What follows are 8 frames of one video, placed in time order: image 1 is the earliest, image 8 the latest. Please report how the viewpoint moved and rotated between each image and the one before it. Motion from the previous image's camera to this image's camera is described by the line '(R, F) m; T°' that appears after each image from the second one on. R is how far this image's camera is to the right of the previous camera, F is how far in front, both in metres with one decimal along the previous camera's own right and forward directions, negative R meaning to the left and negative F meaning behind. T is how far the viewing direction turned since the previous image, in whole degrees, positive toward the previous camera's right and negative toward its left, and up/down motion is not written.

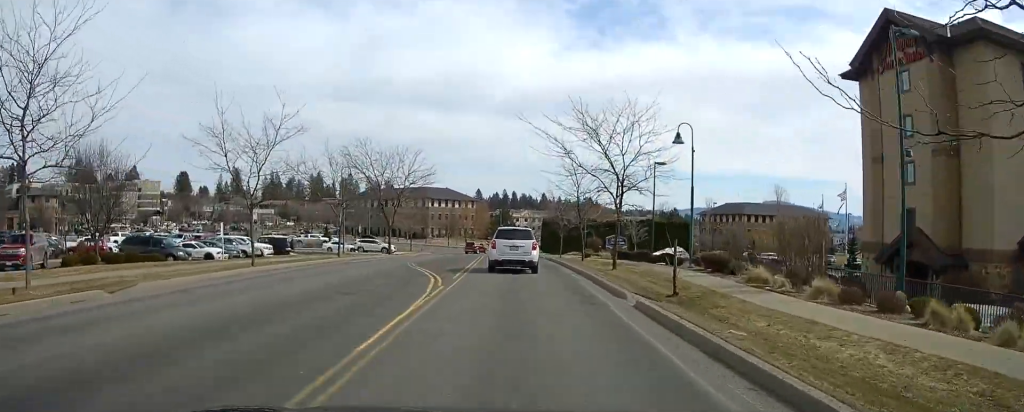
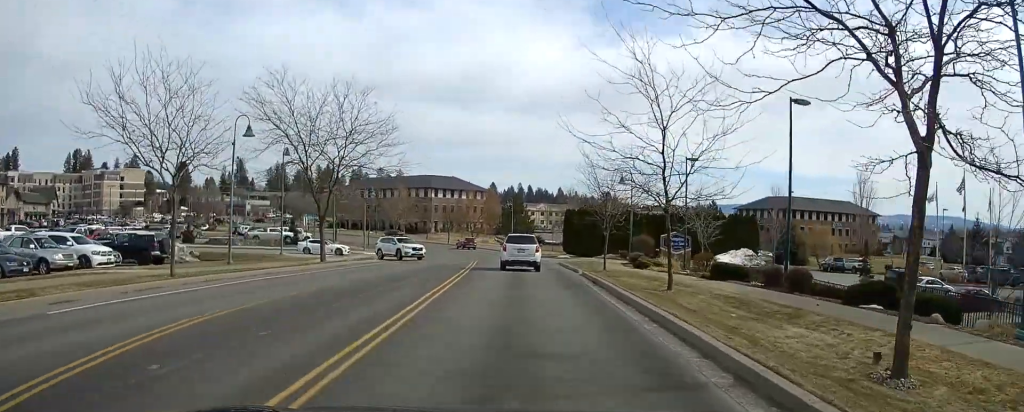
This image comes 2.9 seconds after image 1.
(-0.2, +25.1) m; -1°
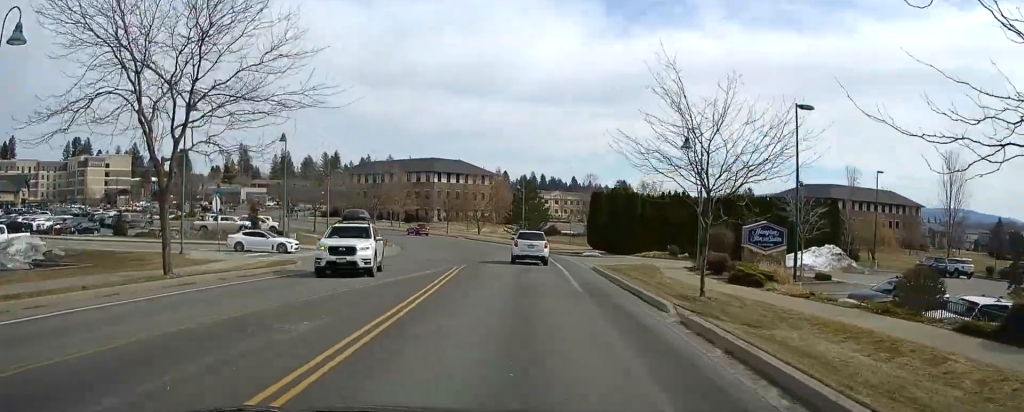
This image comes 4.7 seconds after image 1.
(0.0, +17.9) m; -1°
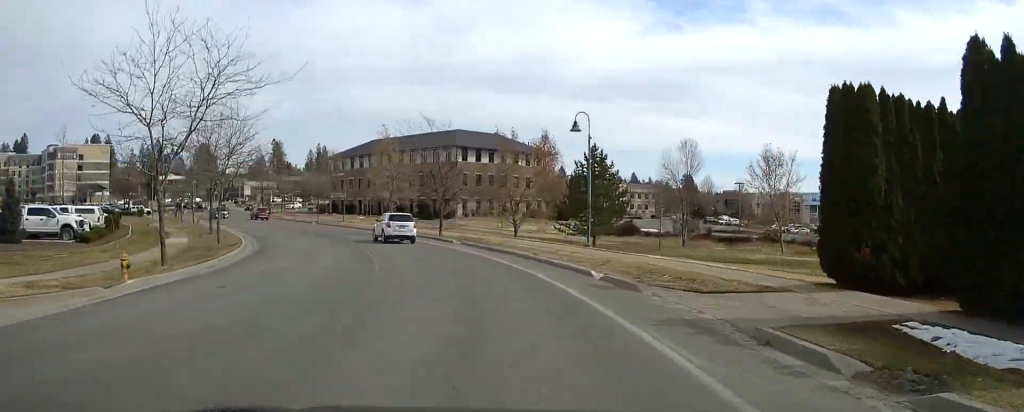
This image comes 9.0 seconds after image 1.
(-1.1, +39.8) m; -6°
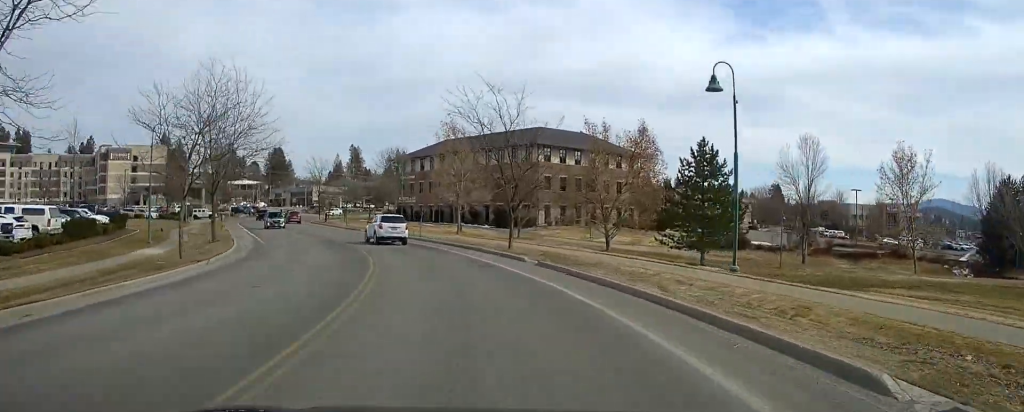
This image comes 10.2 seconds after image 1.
(-0.1, +11.5) m; -6°
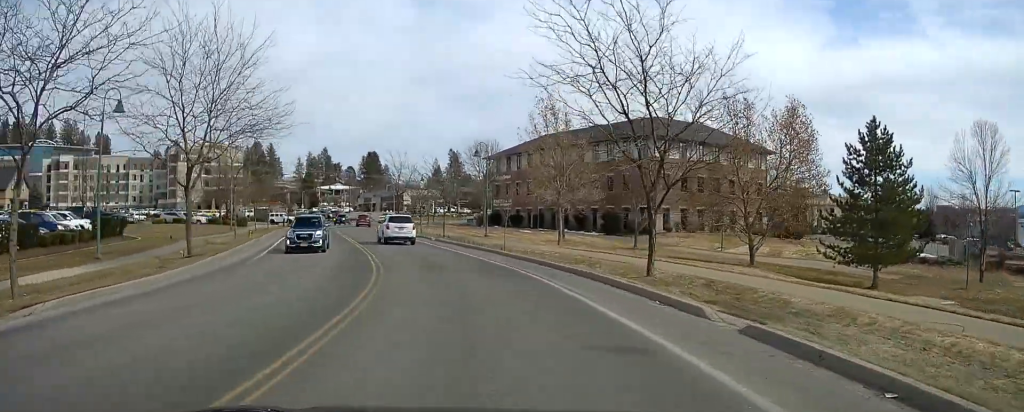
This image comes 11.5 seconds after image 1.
(-1.2, +13.2) m; -8°
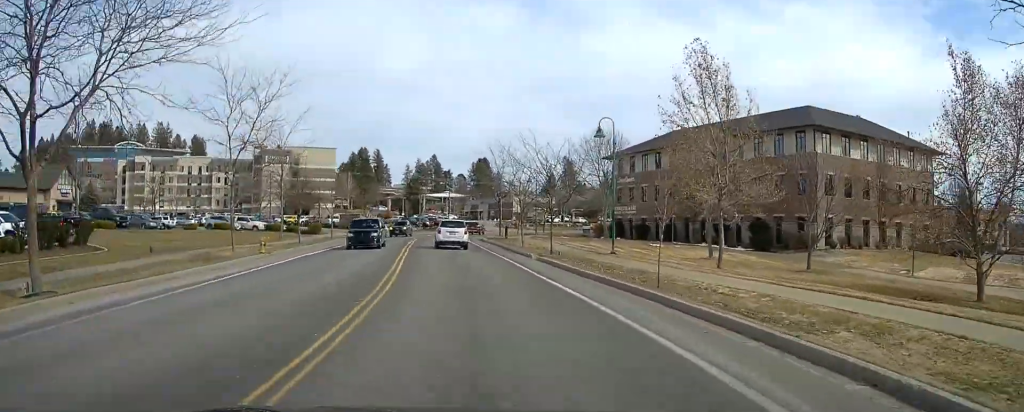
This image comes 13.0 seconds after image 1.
(-1.1, +14.9) m; -8°
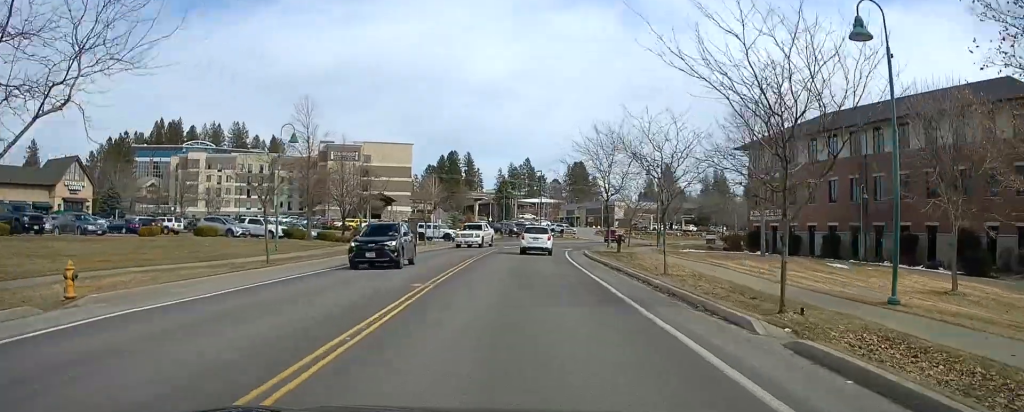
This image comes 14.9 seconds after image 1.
(-1.7, +19.9) m; -6°
